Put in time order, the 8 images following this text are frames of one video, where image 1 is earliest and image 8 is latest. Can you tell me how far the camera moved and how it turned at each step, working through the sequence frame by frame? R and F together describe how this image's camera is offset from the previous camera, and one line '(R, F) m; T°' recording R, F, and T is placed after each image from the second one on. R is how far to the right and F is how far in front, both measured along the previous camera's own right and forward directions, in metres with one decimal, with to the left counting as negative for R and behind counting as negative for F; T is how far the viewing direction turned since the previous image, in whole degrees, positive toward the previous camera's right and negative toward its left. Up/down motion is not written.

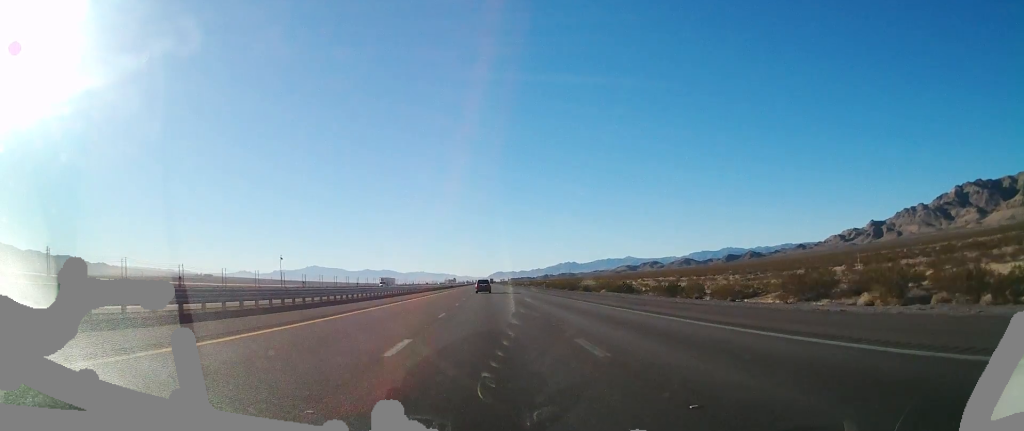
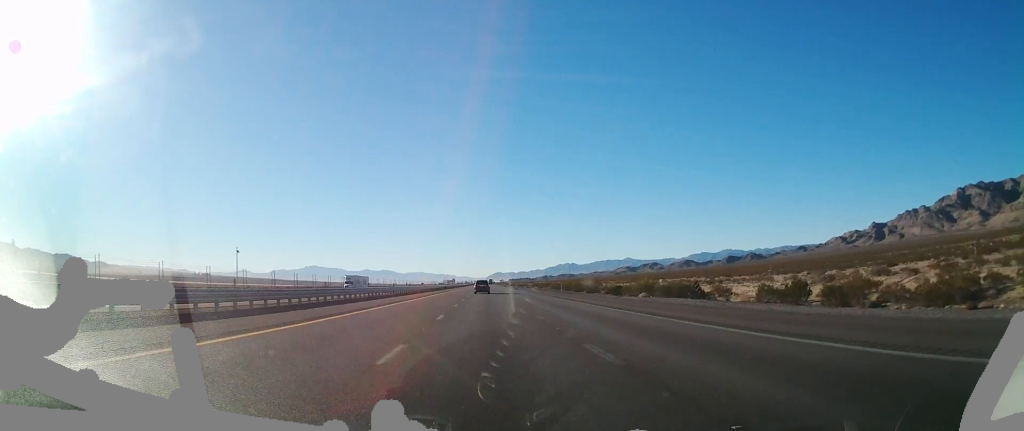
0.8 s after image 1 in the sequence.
(-0.3, +25.5) m; 0°
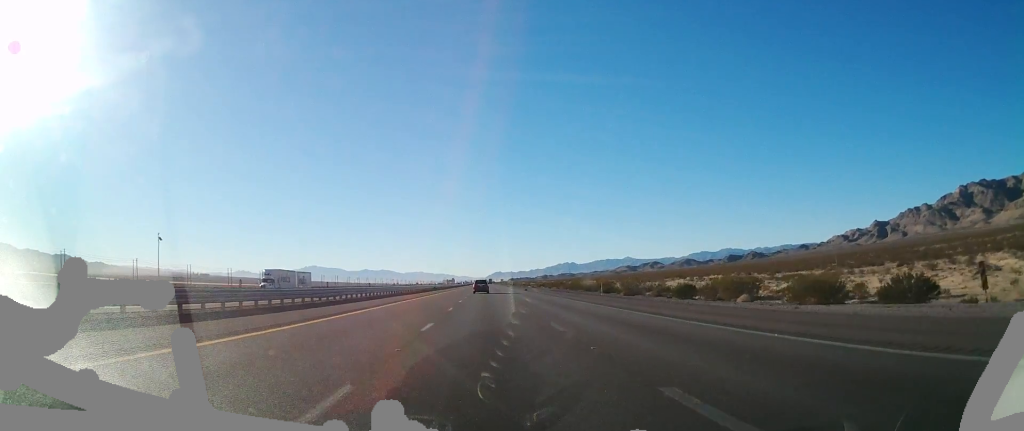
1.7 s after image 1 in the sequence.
(+0.1, +29.9) m; +1°
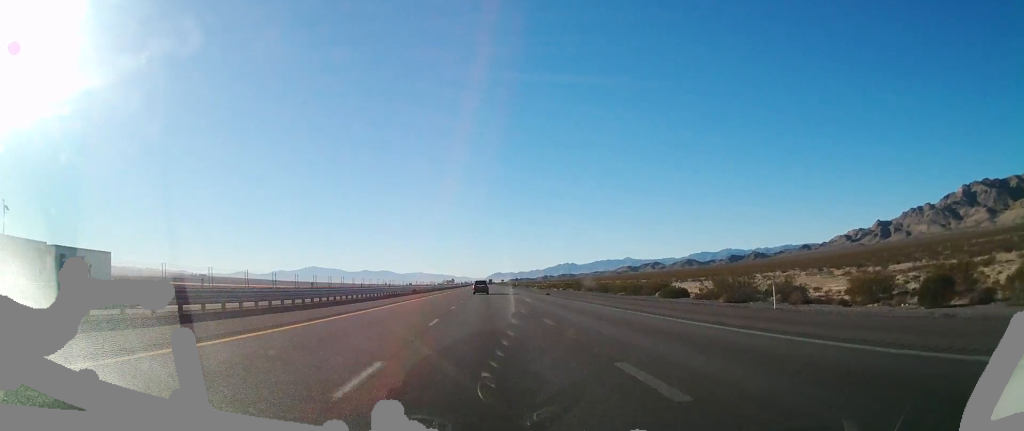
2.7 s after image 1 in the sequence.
(+0.5, +34.3) m; +1°
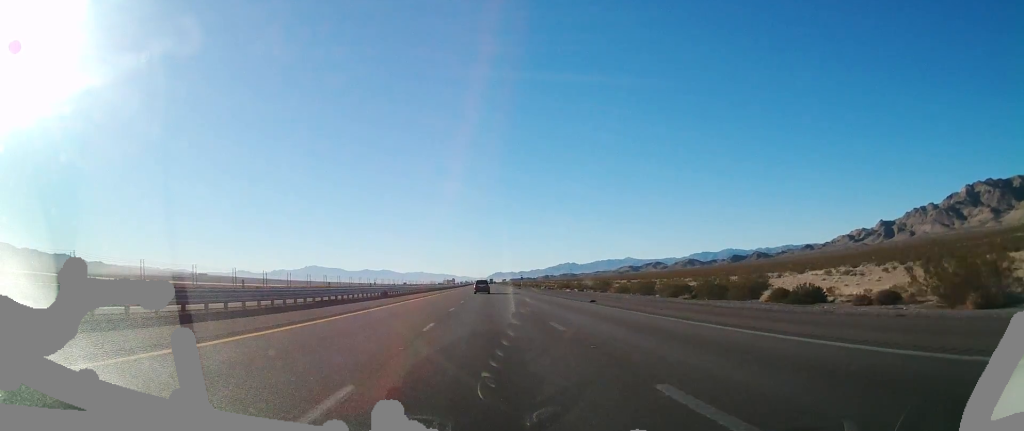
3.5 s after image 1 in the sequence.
(+0.1, +26.6) m; 0°
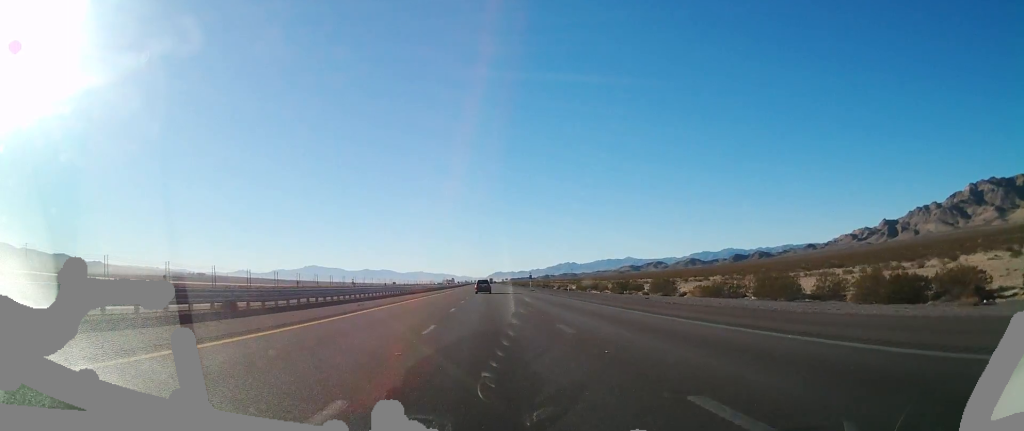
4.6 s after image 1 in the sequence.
(-0.3, +37.6) m; -1°
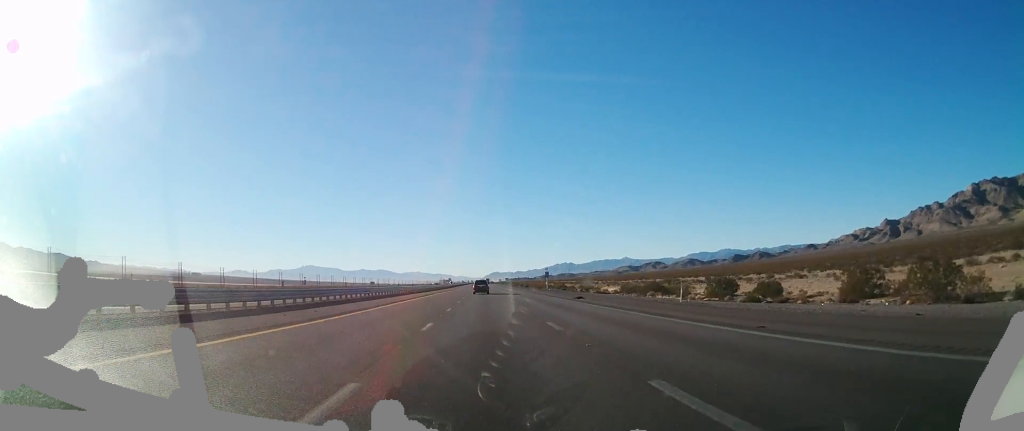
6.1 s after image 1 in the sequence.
(-0.5, +47.6) m; 0°
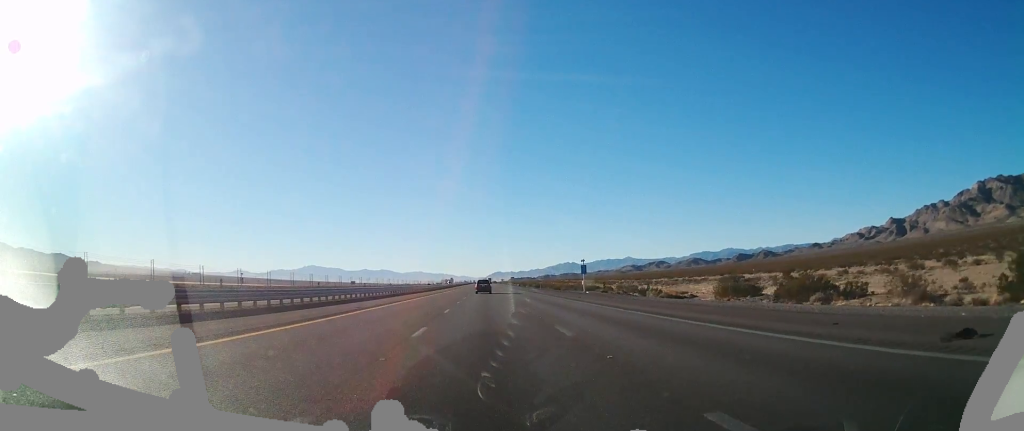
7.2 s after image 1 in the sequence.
(+0.4, +38.8) m; +1°
